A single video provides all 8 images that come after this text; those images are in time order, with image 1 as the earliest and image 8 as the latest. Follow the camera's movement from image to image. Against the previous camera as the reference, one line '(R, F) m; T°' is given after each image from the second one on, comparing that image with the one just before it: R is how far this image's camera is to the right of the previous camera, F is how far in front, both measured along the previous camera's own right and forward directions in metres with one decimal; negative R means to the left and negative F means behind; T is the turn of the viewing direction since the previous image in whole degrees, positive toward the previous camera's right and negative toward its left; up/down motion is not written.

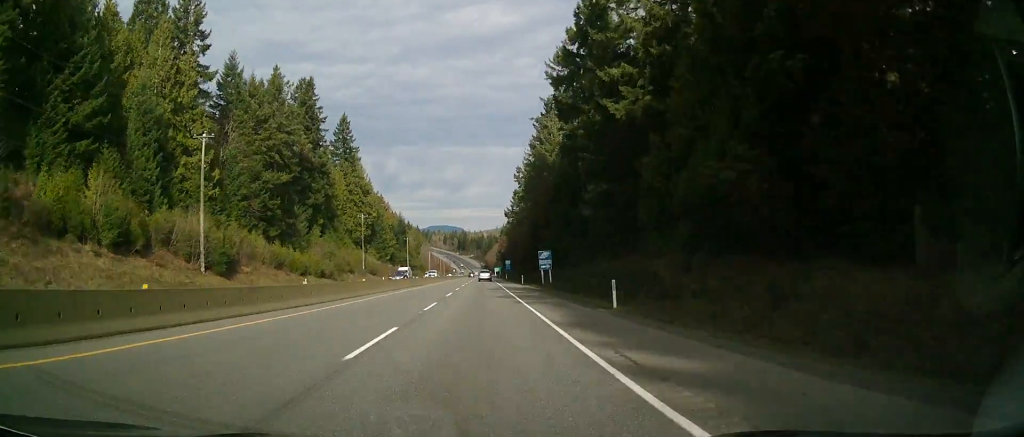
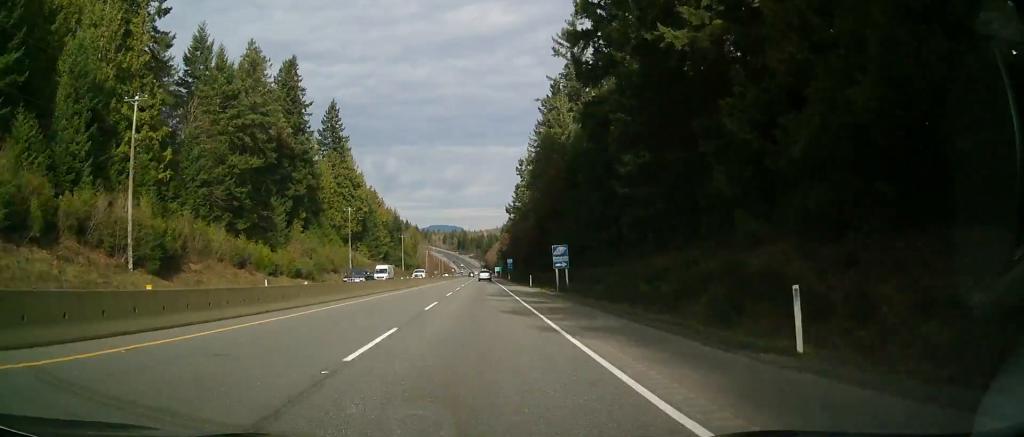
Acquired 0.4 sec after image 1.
(0.0, +11.5) m; 0°
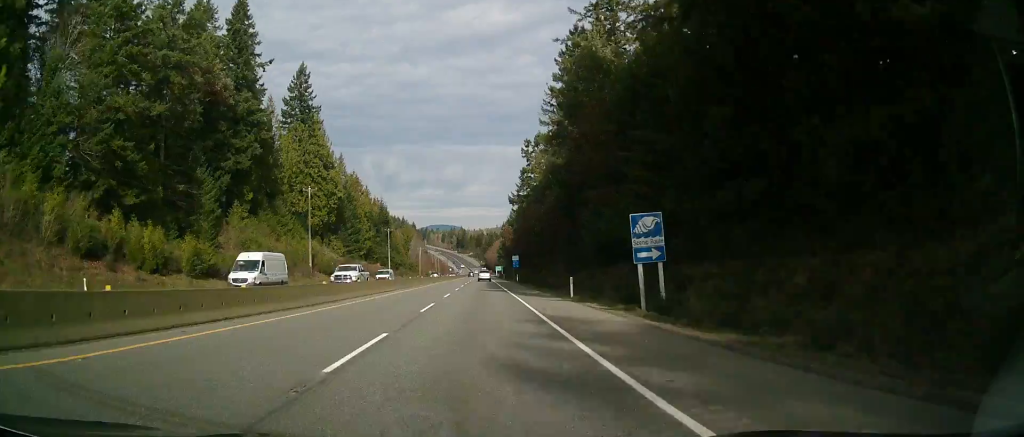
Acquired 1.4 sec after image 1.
(0.0, +24.9) m; 0°
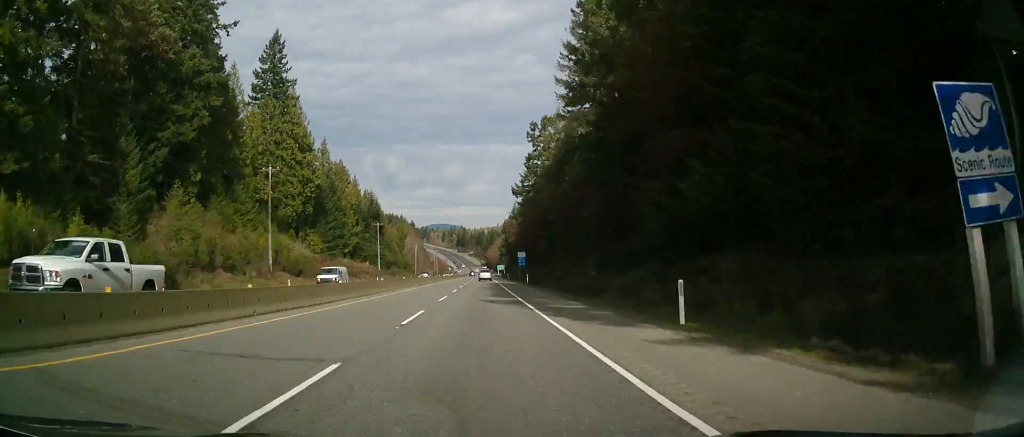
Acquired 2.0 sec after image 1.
(0.0, +16.1) m; 0°
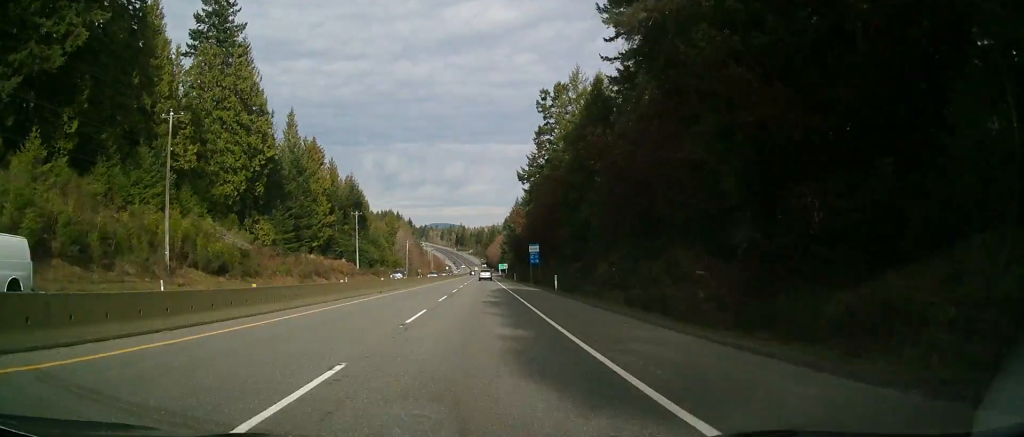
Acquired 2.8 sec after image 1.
(-0.1, +23.3) m; 0°
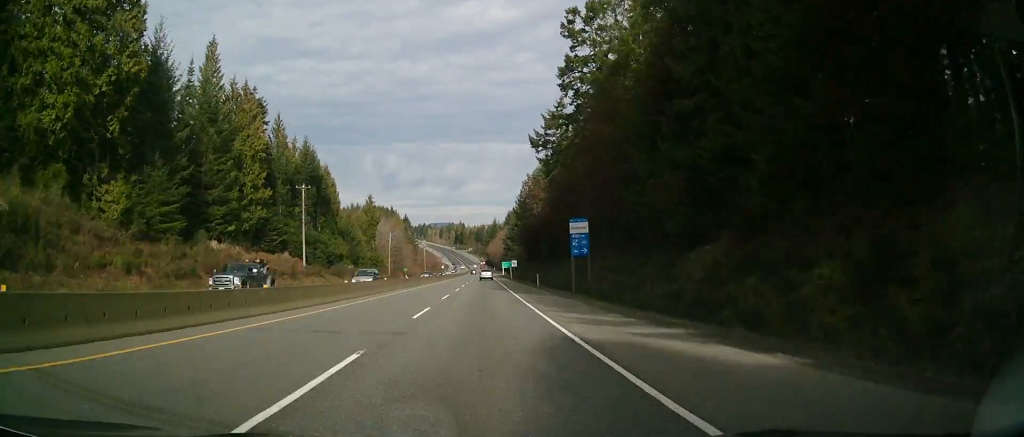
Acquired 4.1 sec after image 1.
(-0.1, +38.1) m; 0°
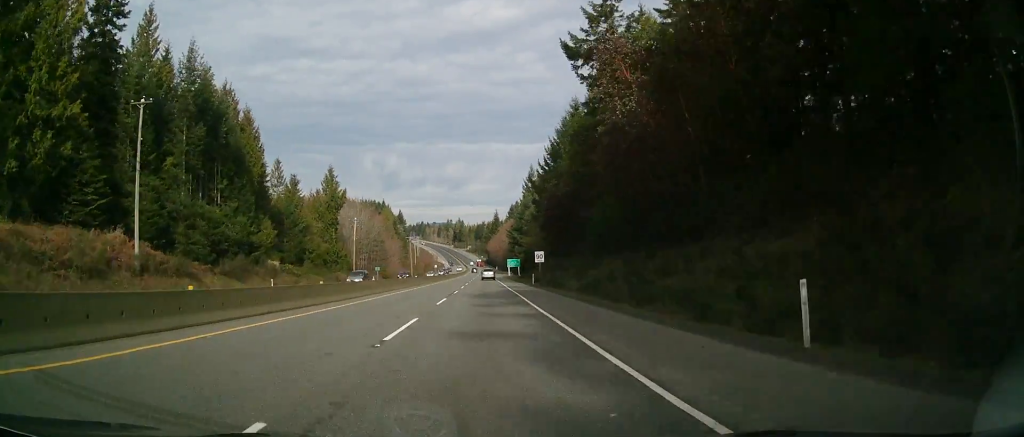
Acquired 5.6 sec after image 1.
(0.0, +47.4) m; 0°
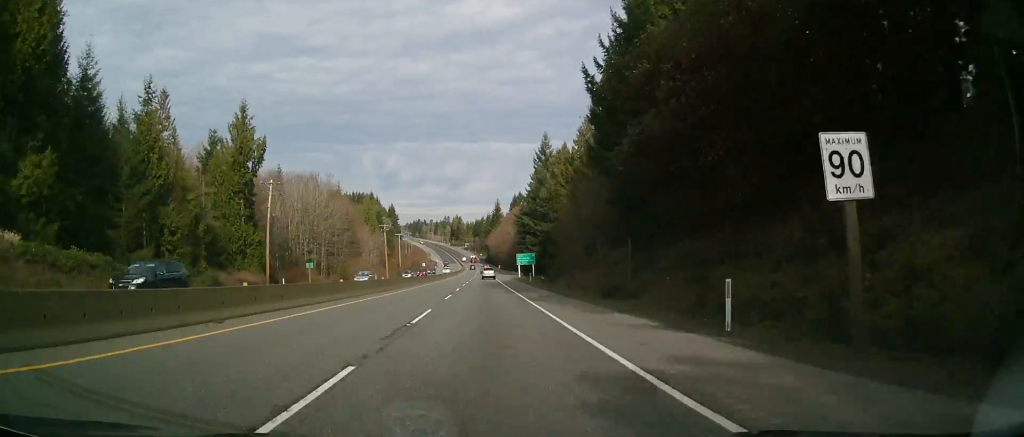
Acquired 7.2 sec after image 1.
(+0.2, +49.6) m; 0°
